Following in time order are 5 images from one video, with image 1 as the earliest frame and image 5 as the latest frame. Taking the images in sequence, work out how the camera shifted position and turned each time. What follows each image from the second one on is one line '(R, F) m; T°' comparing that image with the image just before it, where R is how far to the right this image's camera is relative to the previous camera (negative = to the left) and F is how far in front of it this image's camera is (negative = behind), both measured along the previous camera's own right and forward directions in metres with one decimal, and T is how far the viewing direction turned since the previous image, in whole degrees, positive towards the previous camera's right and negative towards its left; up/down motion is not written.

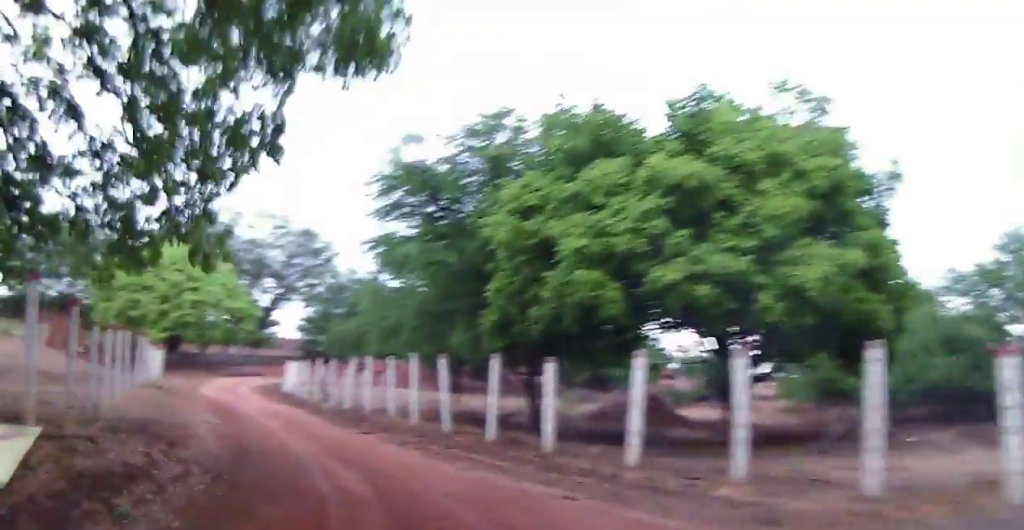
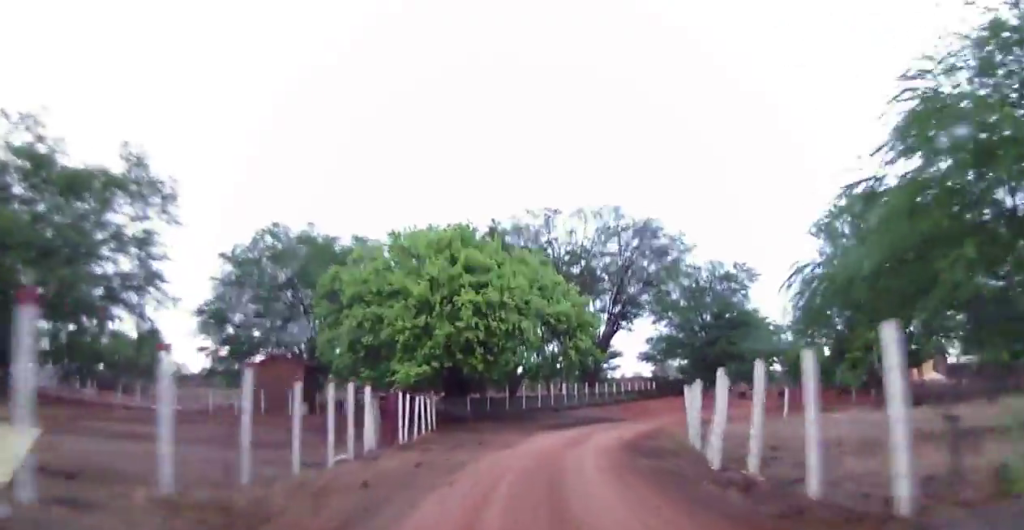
(-8.3, +26.0) m; -21°
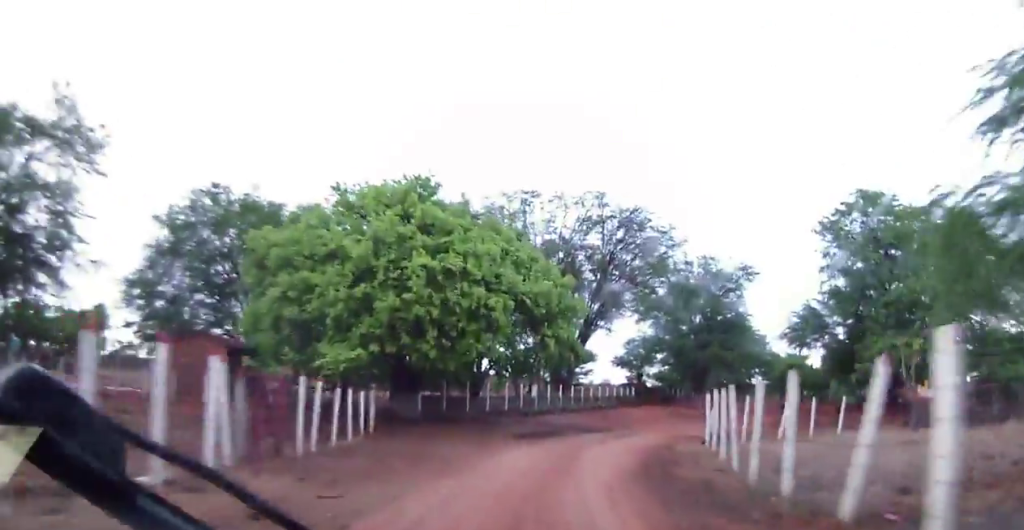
(-0.1, +7.3) m; +3°
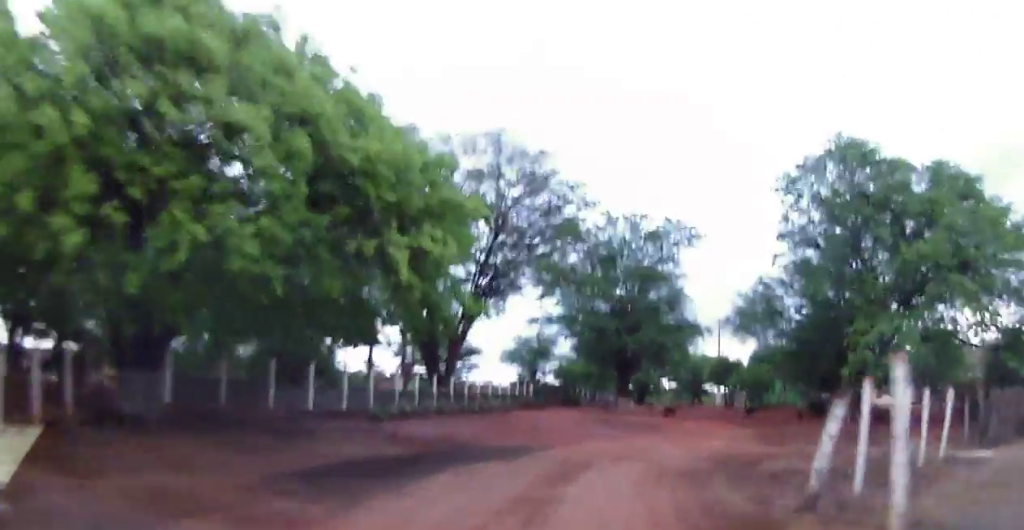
(+1.4, +14.9) m; +8°
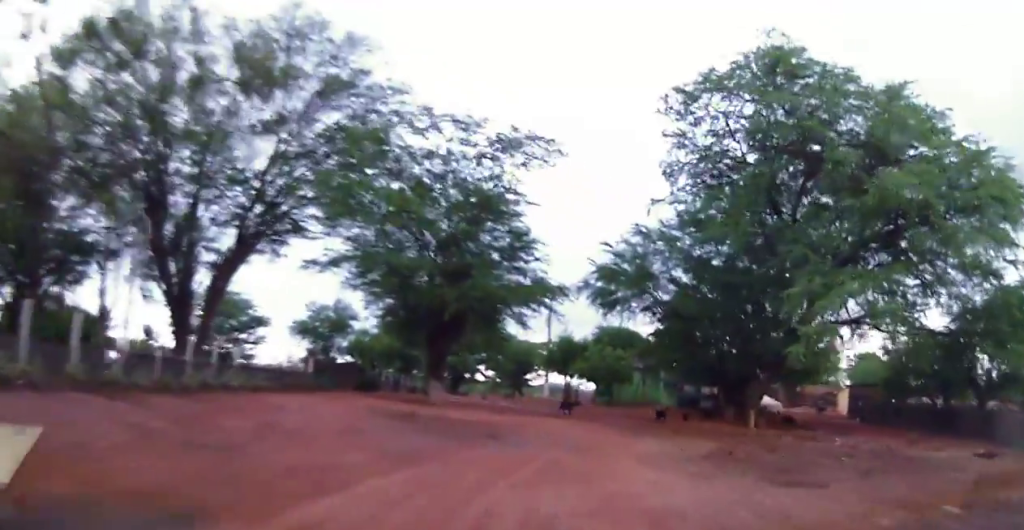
(+0.9, +14.1) m; +11°
